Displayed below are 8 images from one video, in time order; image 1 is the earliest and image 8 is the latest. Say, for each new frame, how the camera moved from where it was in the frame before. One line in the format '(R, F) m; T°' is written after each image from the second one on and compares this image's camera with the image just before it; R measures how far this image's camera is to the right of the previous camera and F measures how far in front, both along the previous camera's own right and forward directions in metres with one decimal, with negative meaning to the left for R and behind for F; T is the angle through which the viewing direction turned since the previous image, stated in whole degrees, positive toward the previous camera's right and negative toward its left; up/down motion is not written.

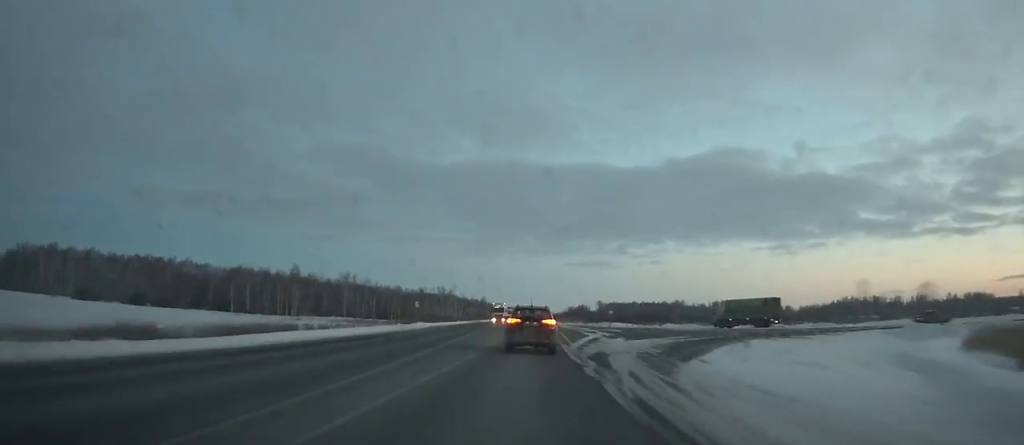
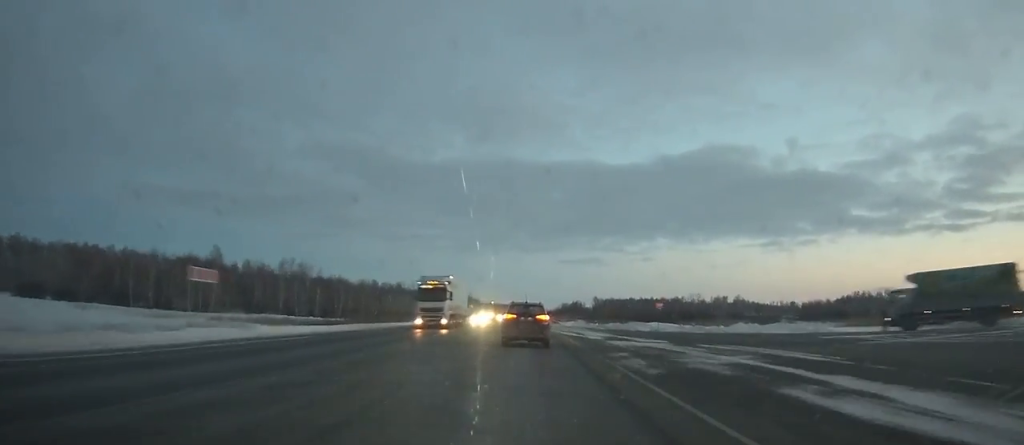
(0.0, +41.1) m; 0°
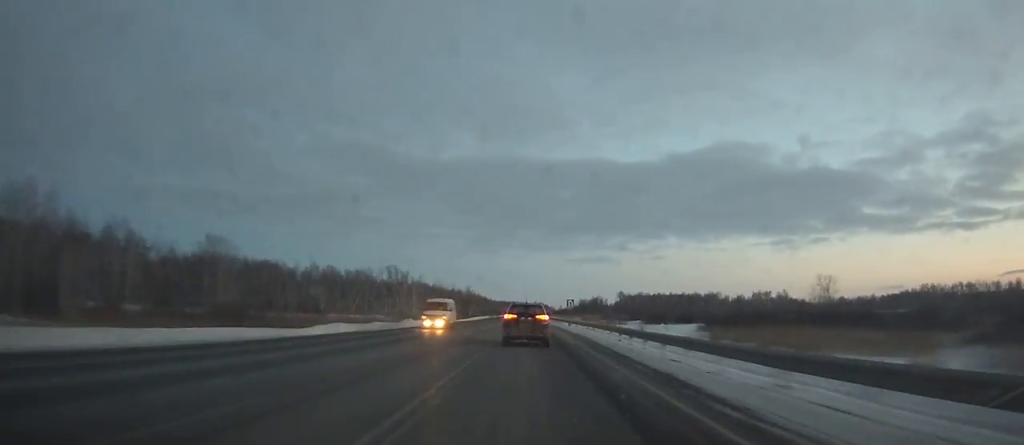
(-0.1, +95.7) m; -1°
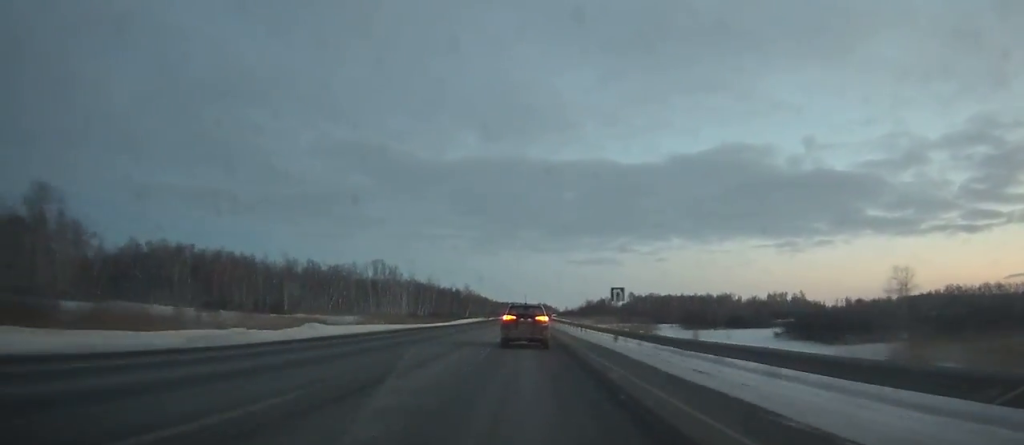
(0.0, +28.5) m; 0°
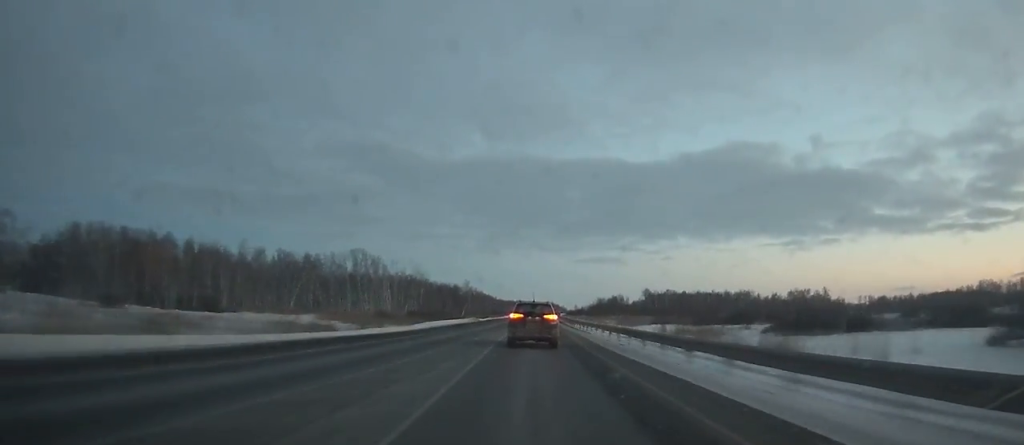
(-0.3, +33.7) m; 0°
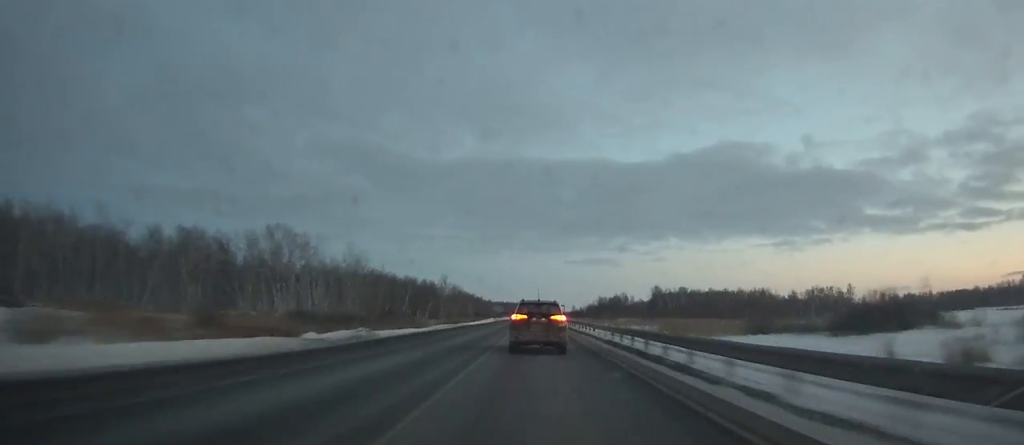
(-0.1, +55.5) m; 0°
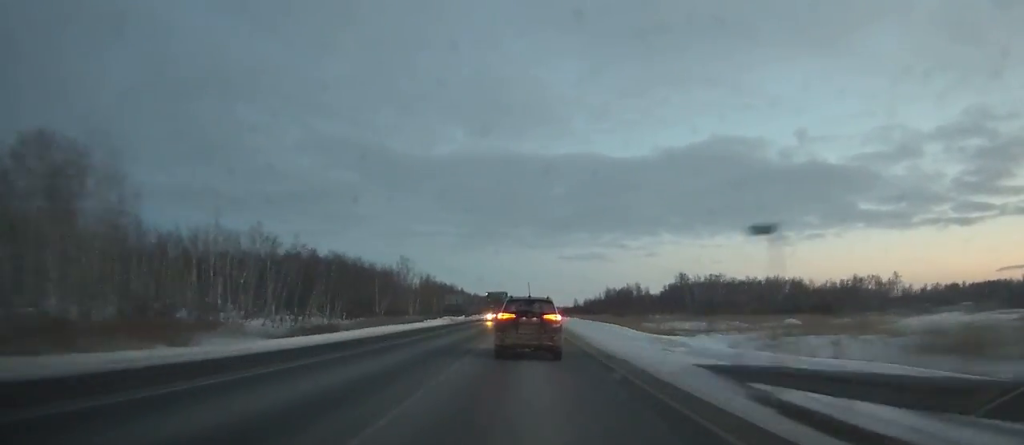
(+0.4, +71.9) m; 0°
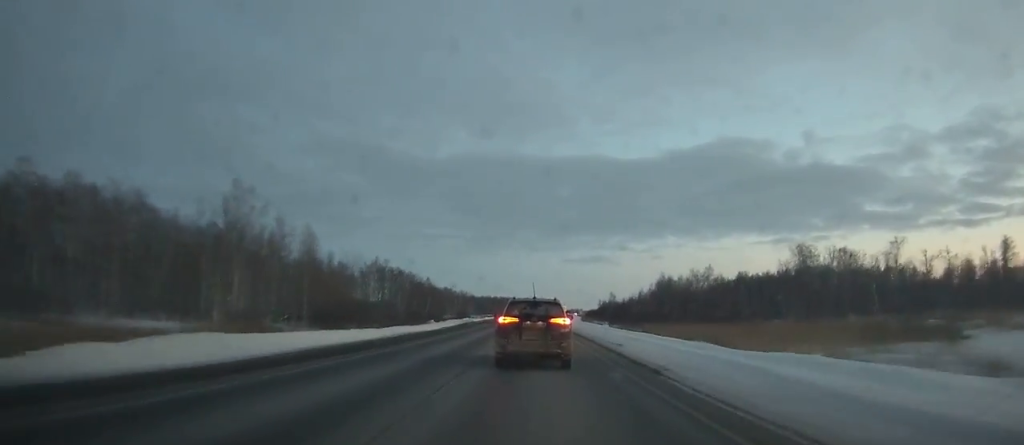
(+0.2, +119.3) m; 0°
